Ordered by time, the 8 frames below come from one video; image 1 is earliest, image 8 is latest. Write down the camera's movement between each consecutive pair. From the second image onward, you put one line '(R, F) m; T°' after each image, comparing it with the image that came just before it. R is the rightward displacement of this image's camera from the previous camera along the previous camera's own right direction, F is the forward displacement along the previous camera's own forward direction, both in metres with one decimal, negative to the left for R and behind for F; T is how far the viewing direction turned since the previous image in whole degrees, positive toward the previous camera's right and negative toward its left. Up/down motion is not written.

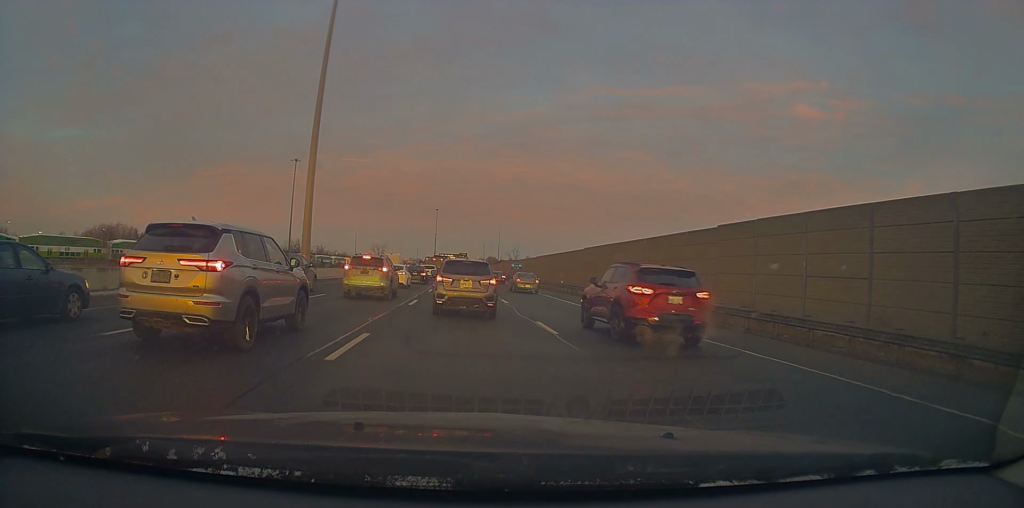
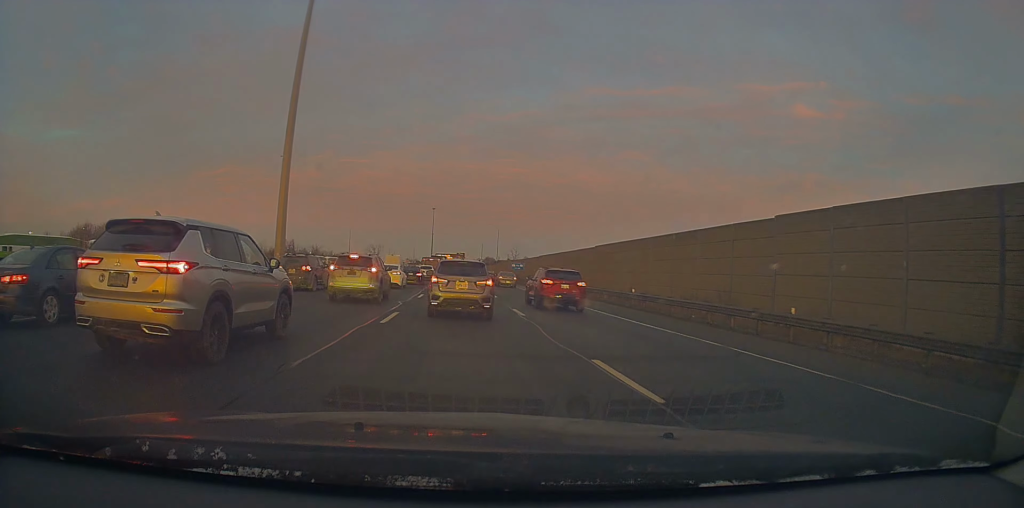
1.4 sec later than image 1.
(-0.1, +6.8) m; -5°
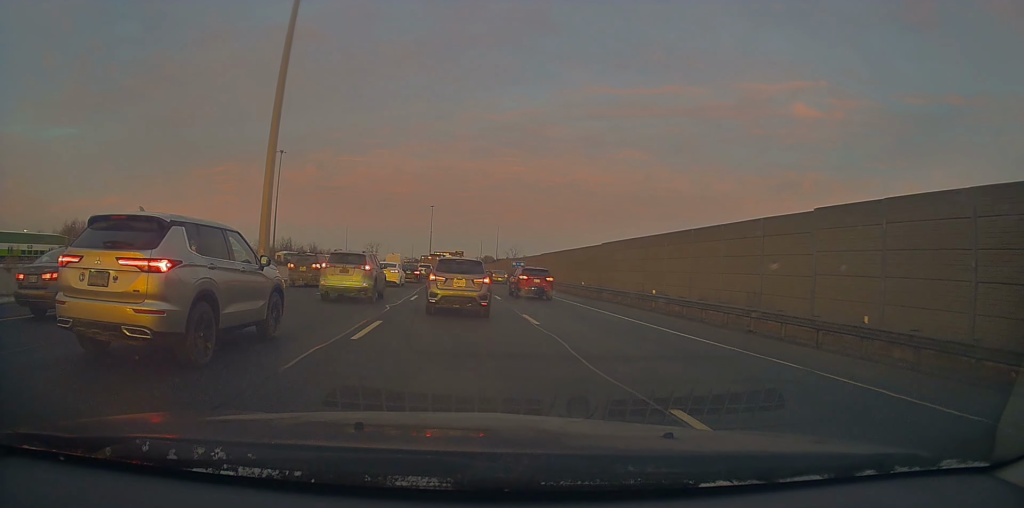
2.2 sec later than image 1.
(-0.1, +3.5) m; +4°
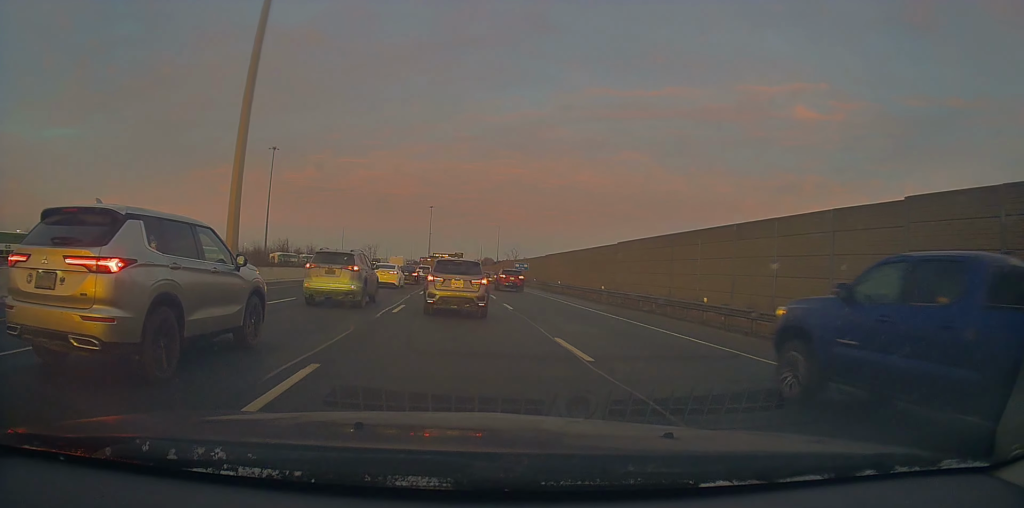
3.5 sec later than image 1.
(+0.6, +5.6) m; +3°
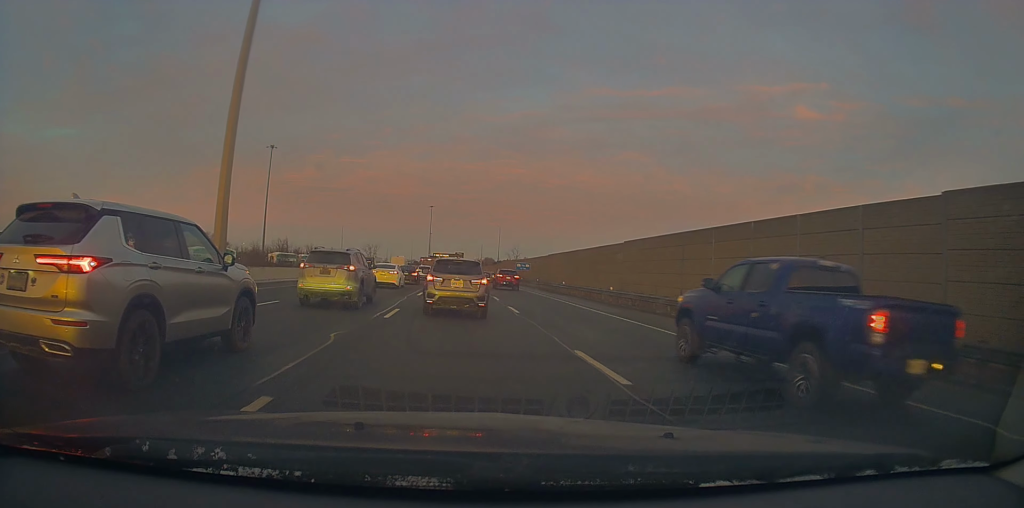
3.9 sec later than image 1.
(-0.1, +1.8) m; 0°
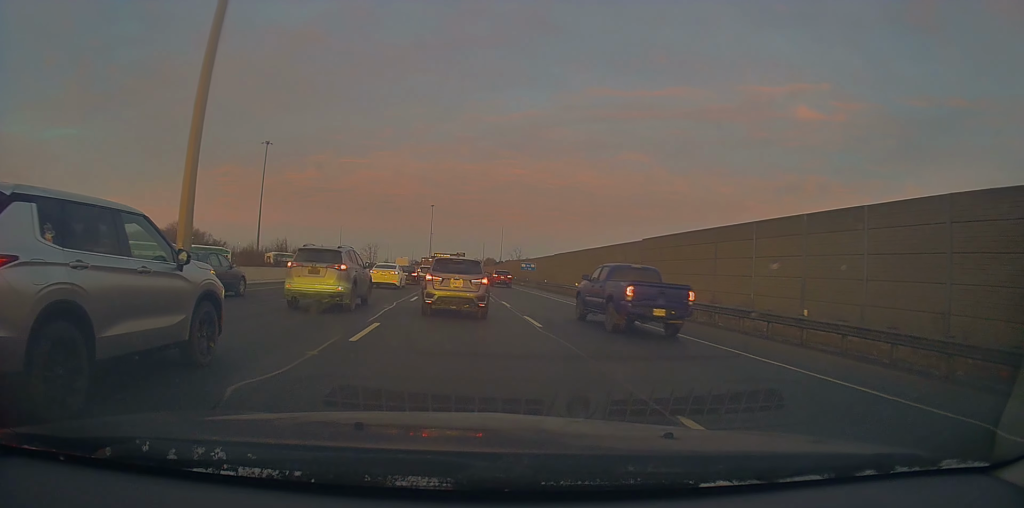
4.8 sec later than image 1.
(-0.2, +4.4) m; -1°
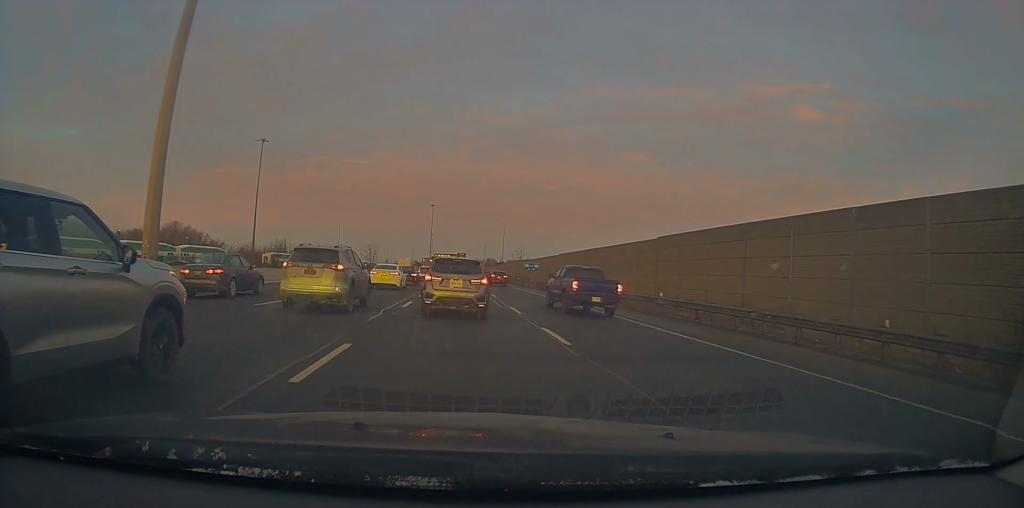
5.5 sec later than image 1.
(+0.3, +3.4) m; 0°
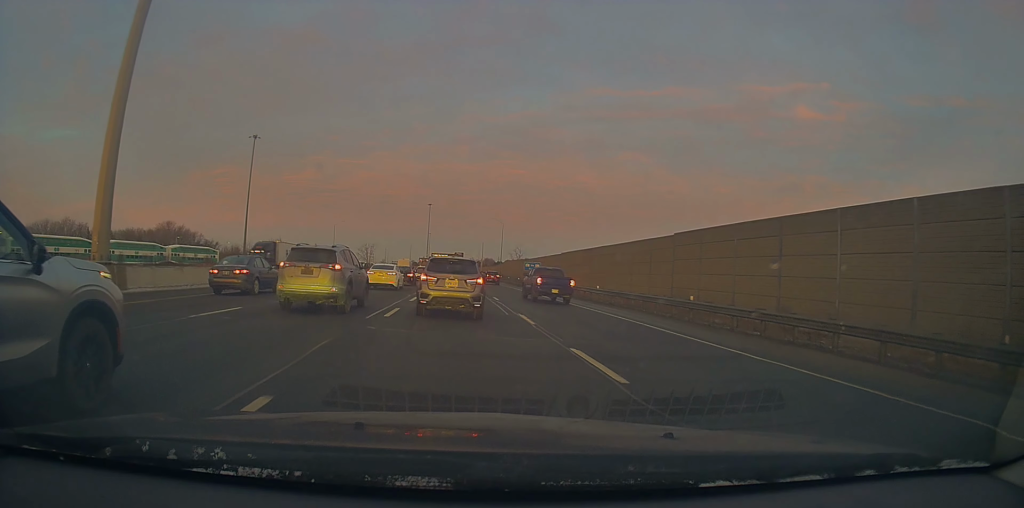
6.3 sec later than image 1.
(-0.4, +3.8) m; 0°
